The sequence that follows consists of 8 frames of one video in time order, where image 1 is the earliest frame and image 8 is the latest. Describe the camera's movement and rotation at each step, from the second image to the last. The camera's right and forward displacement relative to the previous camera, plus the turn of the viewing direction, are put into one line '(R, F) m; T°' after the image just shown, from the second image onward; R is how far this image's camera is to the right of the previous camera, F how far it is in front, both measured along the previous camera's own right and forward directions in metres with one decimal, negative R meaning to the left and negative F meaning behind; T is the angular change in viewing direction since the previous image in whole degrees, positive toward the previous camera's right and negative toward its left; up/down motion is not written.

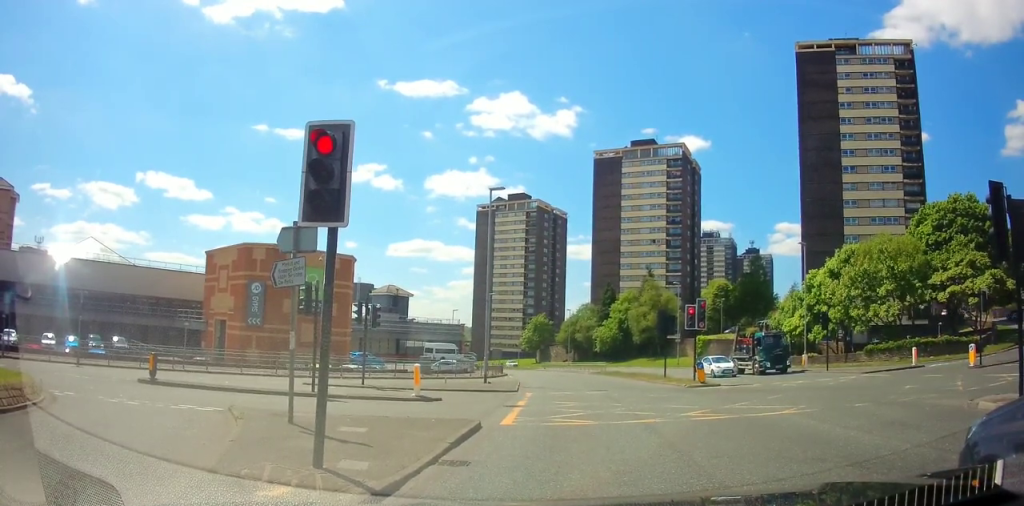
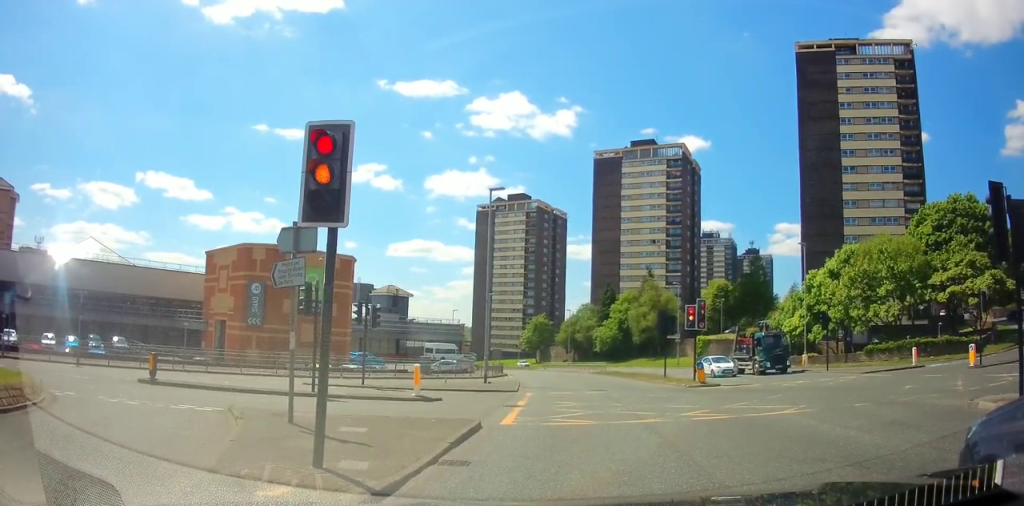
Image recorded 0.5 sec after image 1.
(0.0, 0.0) m; 0°
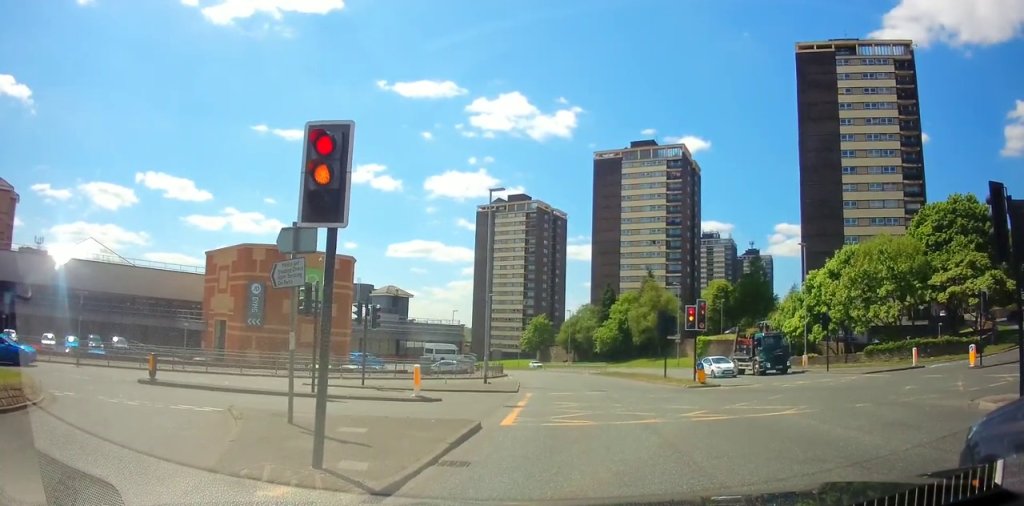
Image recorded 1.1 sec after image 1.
(0.0, 0.0) m; 0°
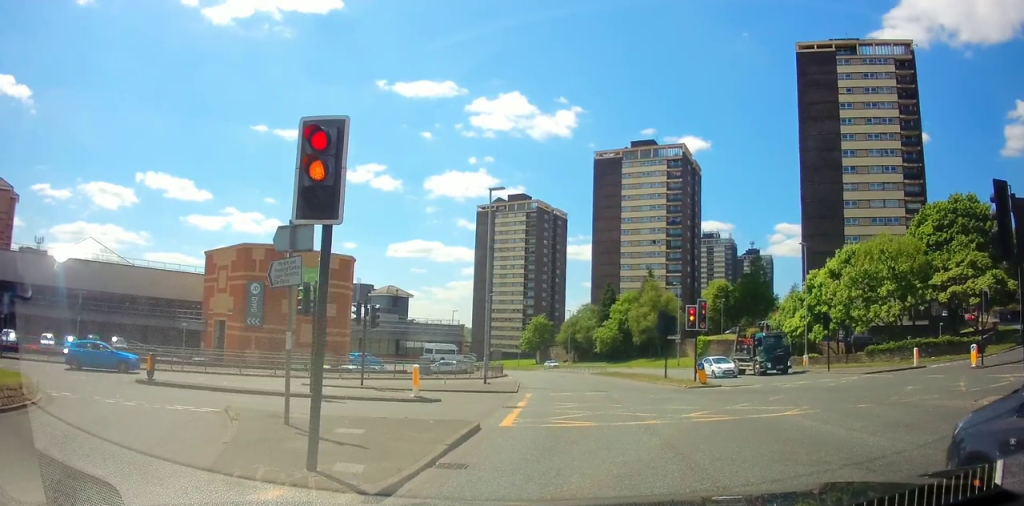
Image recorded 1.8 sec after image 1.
(0.0, 0.0) m; 0°
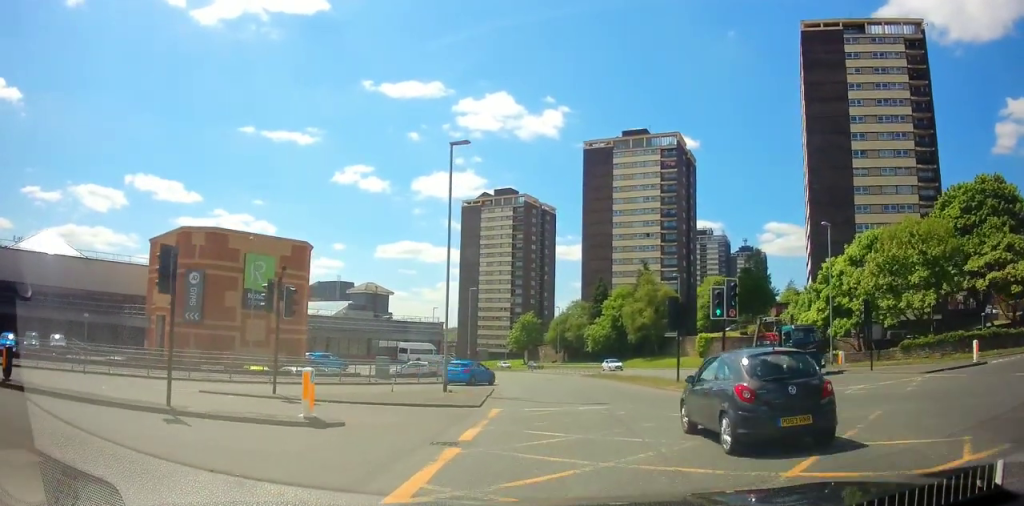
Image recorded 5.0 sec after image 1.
(-0.1, +5.5) m; +3°
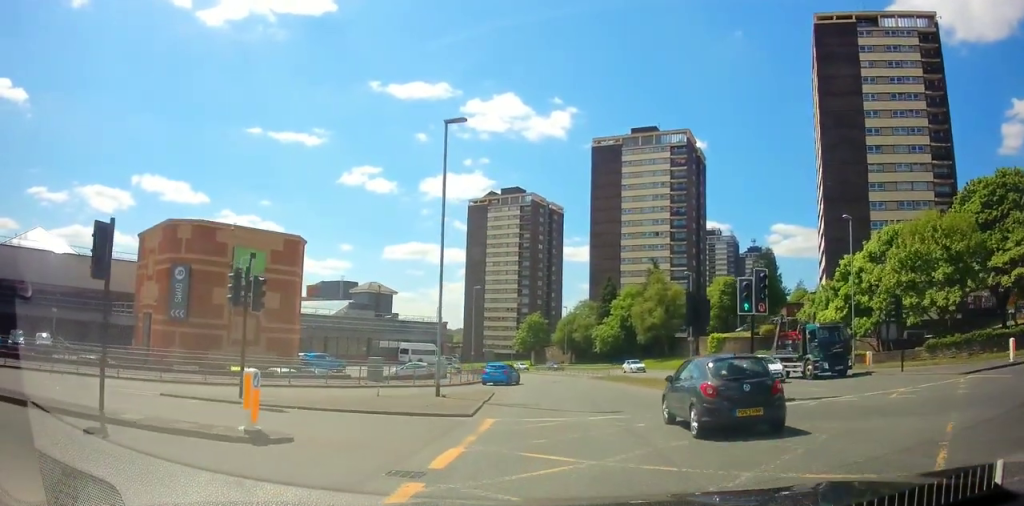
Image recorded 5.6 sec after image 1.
(+0.1, +2.2) m; +4°
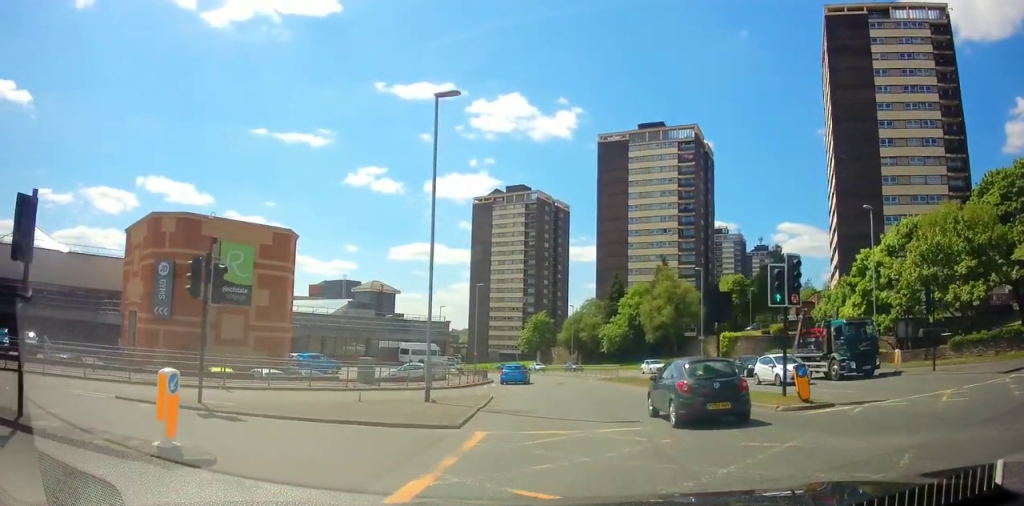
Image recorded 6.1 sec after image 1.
(+0.2, +2.4) m; +1°
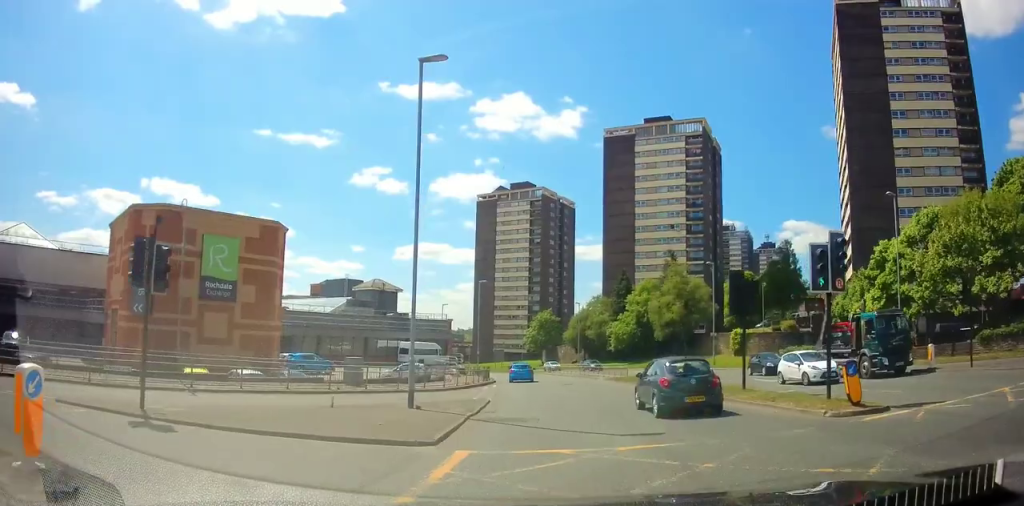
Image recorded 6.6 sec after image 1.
(0.0, +2.3) m; 0°
